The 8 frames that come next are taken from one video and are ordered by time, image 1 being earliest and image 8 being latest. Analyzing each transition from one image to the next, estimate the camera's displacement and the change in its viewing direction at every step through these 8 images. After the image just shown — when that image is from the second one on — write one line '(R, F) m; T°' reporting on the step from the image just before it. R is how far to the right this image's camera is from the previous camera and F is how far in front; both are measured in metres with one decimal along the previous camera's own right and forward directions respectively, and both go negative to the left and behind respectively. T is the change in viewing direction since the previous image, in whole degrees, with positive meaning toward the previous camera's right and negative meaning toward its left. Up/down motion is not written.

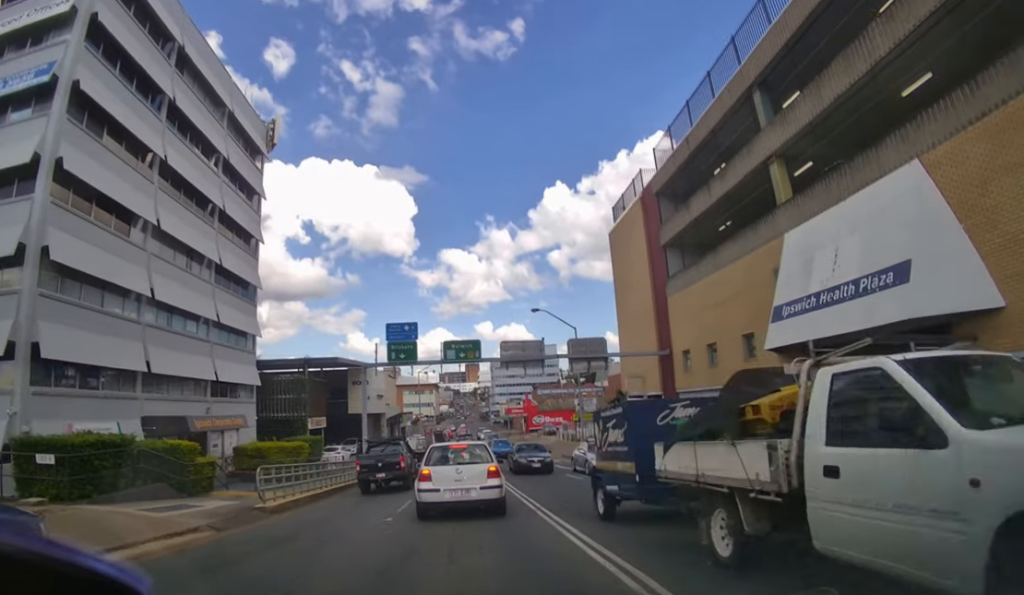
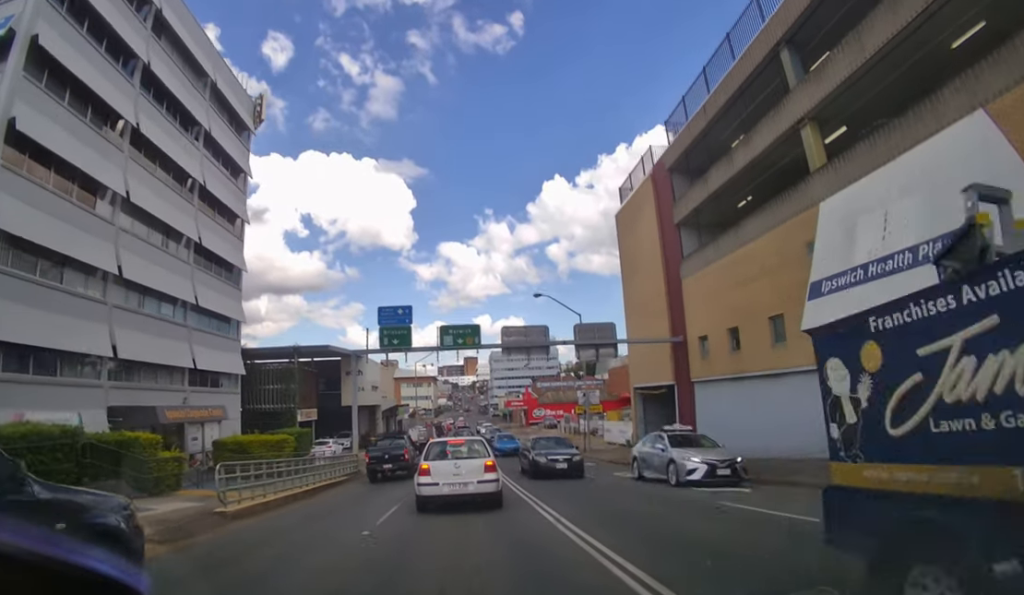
(0.0, +2.0) m; 0°
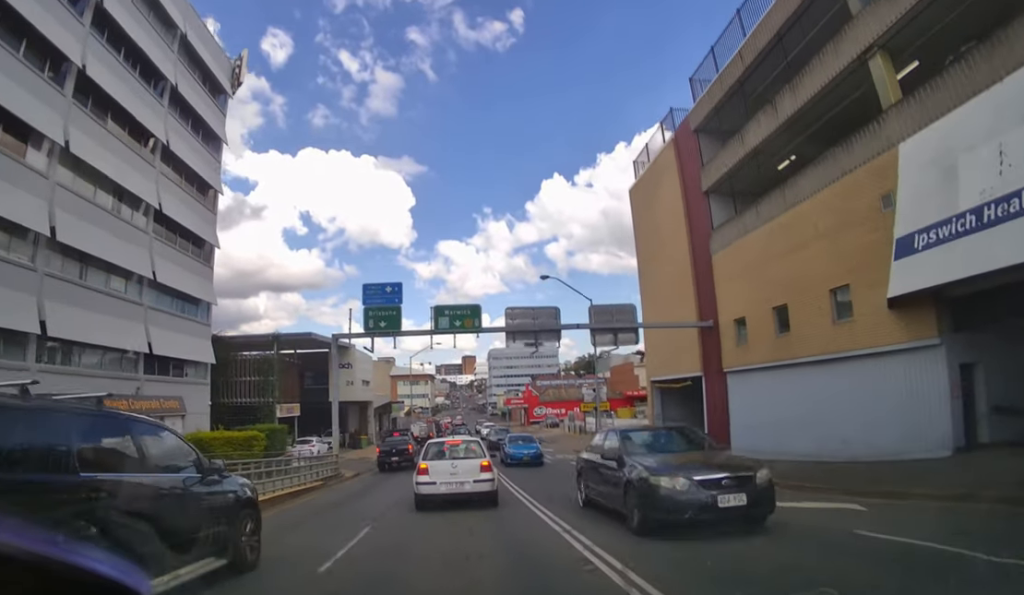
(0.0, +3.5) m; -1°
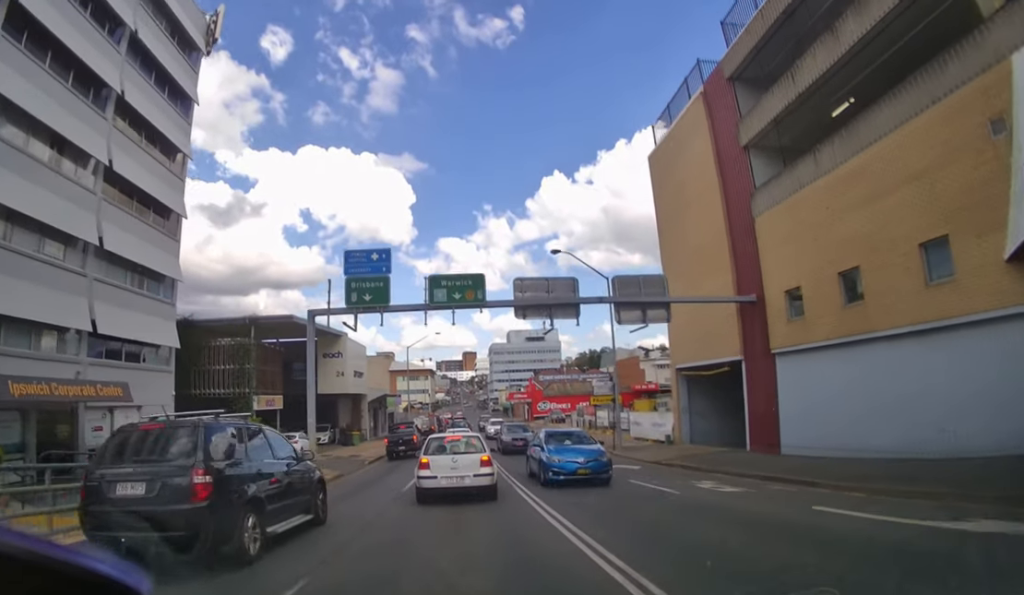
(0.0, +4.2) m; -1°
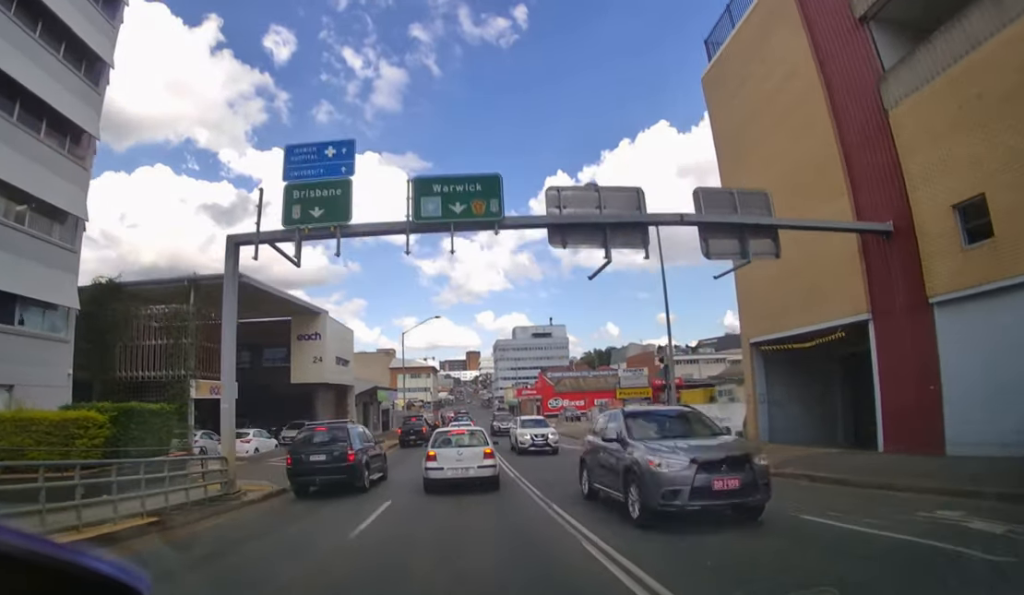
(+0.1, +7.4) m; +2°
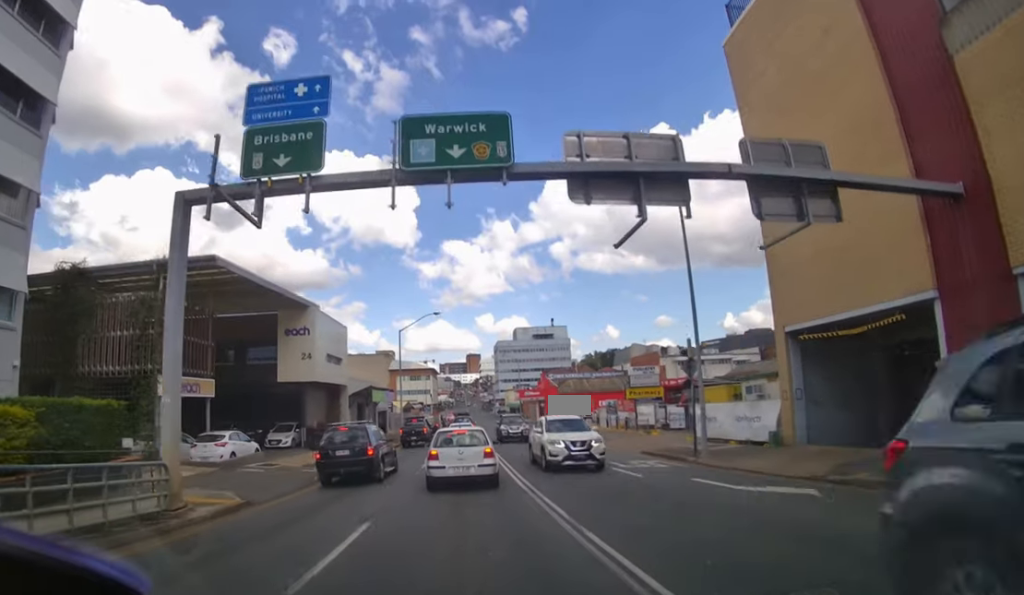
(0.0, +2.5) m; 0°
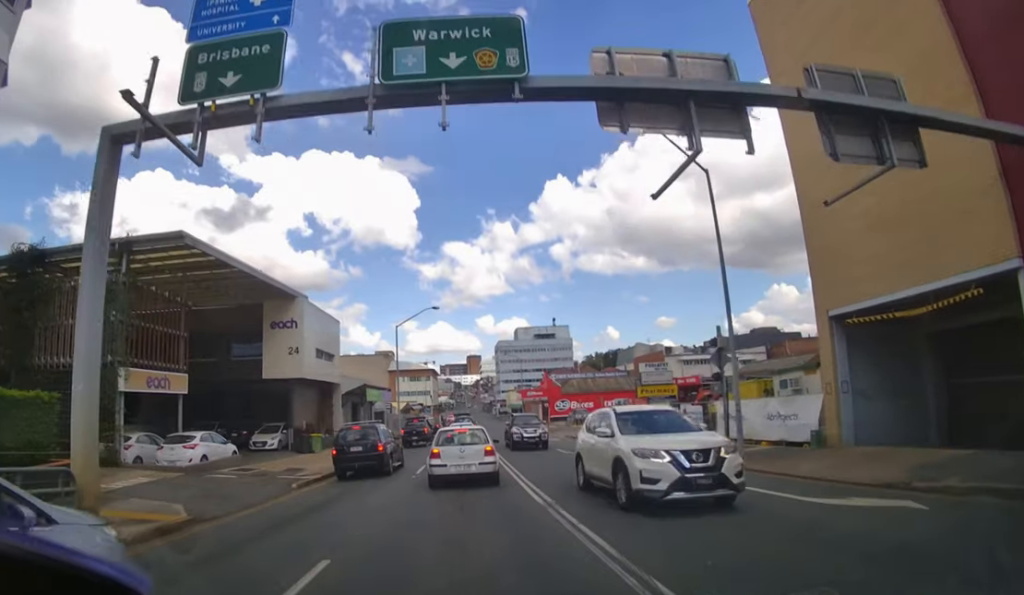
(0.0, +2.3) m; -2°
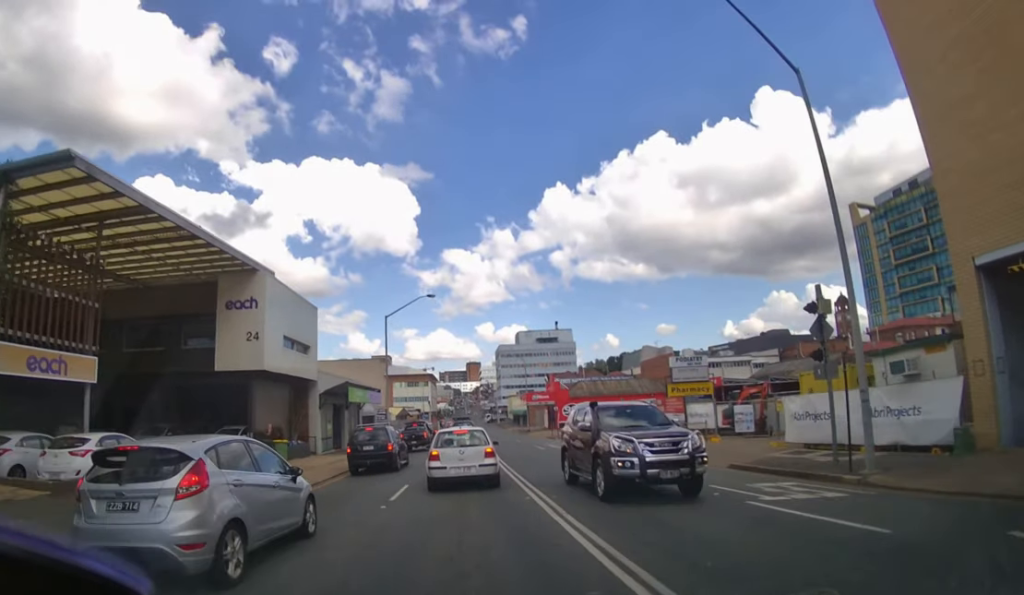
(-0.2, +5.5) m; -2°
